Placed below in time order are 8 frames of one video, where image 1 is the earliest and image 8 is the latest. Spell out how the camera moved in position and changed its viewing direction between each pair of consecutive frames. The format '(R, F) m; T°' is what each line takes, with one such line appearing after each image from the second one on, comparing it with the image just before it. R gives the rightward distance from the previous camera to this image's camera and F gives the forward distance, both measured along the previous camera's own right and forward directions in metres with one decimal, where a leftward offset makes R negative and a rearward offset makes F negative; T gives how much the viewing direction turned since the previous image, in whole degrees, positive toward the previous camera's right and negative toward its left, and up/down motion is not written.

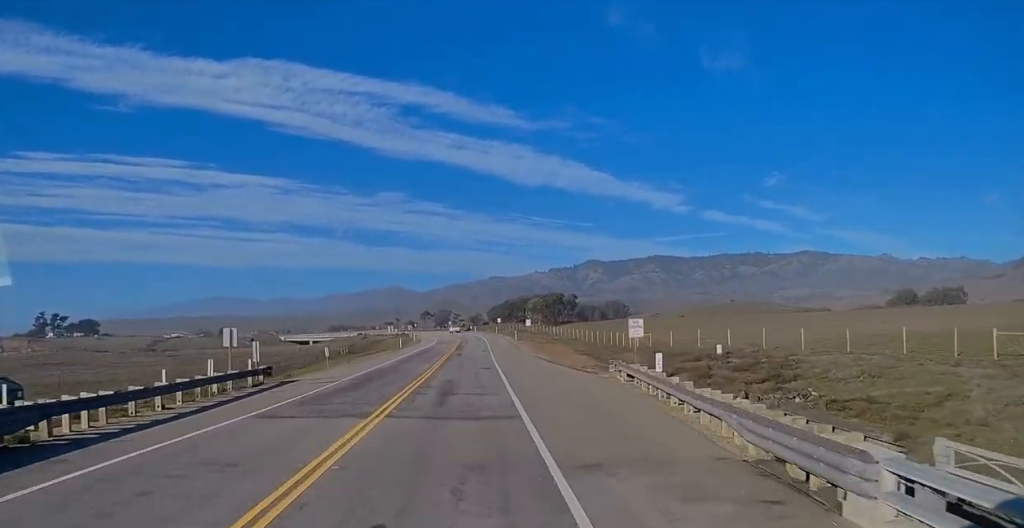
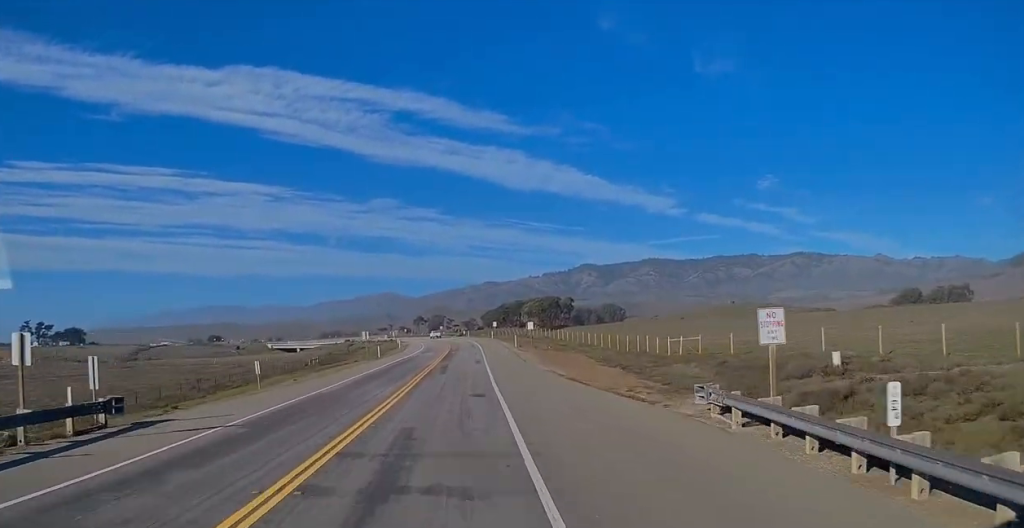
(0.0, +13.1) m; 0°
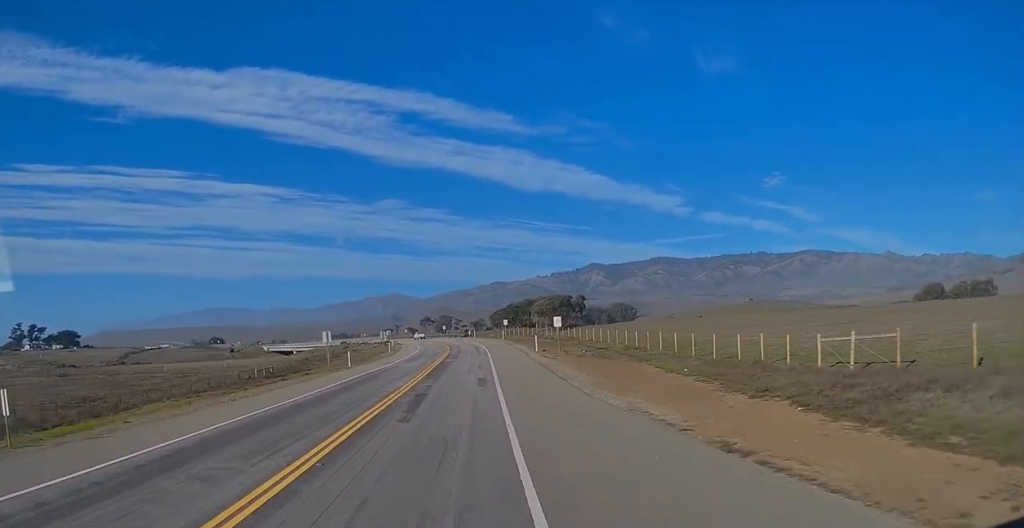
(0.0, +19.6) m; 0°
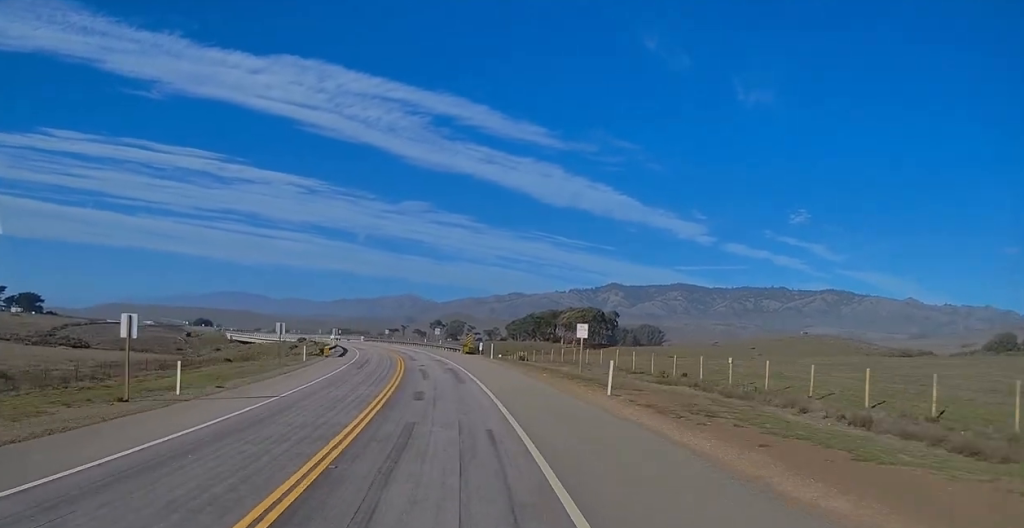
(-0.8, +63.4) m; -2°
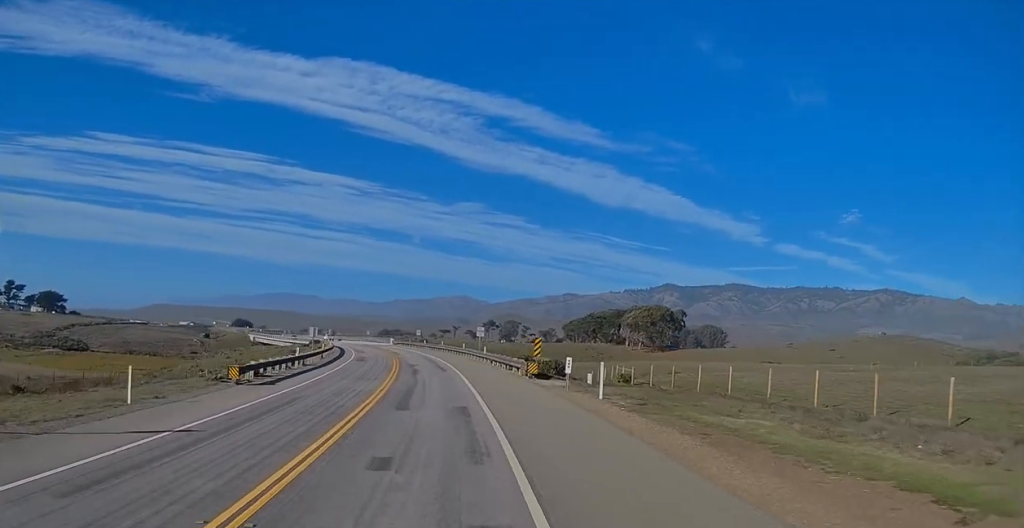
(-0.6, +32.3) m; -4°
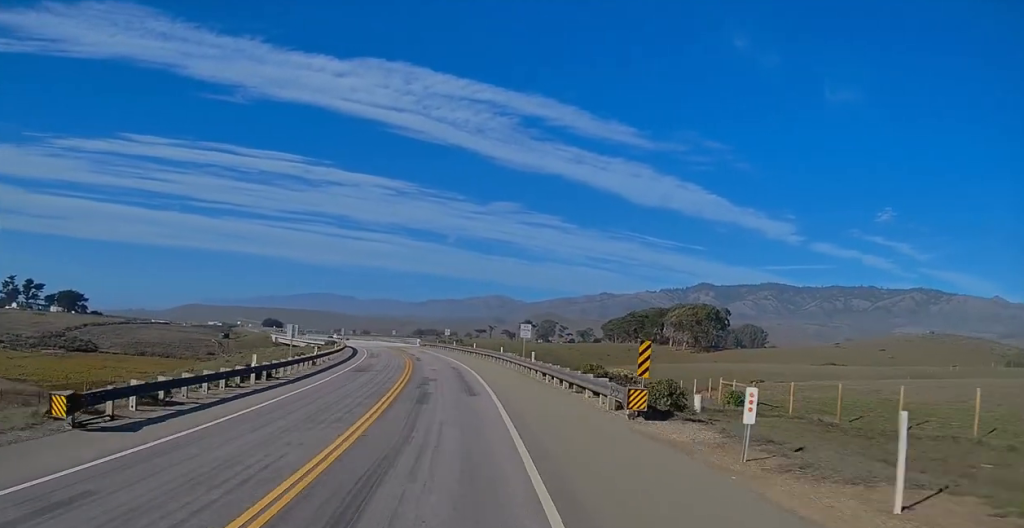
(-0.5, +15.0) m; -3°
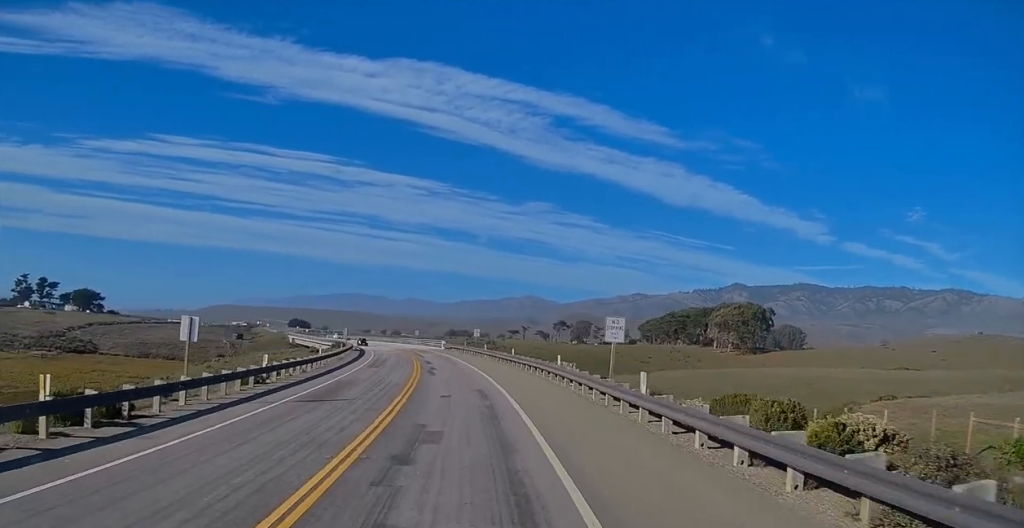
(-0.5, +17.9) m; -3°
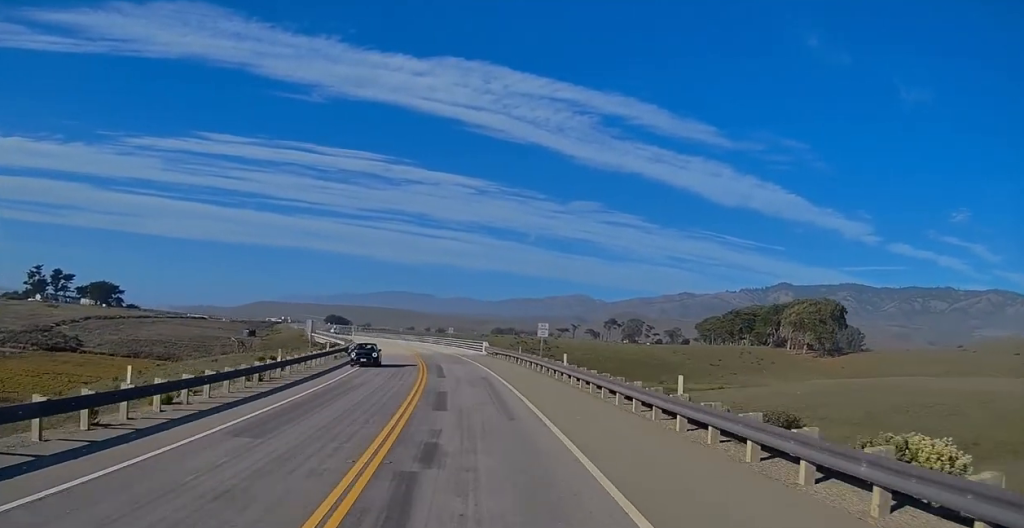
(-1.3, +29.9) m; -5°
